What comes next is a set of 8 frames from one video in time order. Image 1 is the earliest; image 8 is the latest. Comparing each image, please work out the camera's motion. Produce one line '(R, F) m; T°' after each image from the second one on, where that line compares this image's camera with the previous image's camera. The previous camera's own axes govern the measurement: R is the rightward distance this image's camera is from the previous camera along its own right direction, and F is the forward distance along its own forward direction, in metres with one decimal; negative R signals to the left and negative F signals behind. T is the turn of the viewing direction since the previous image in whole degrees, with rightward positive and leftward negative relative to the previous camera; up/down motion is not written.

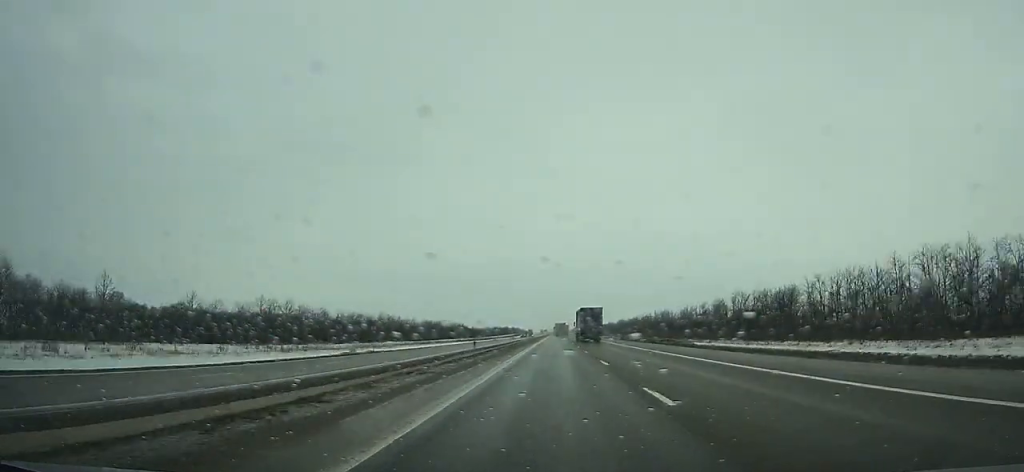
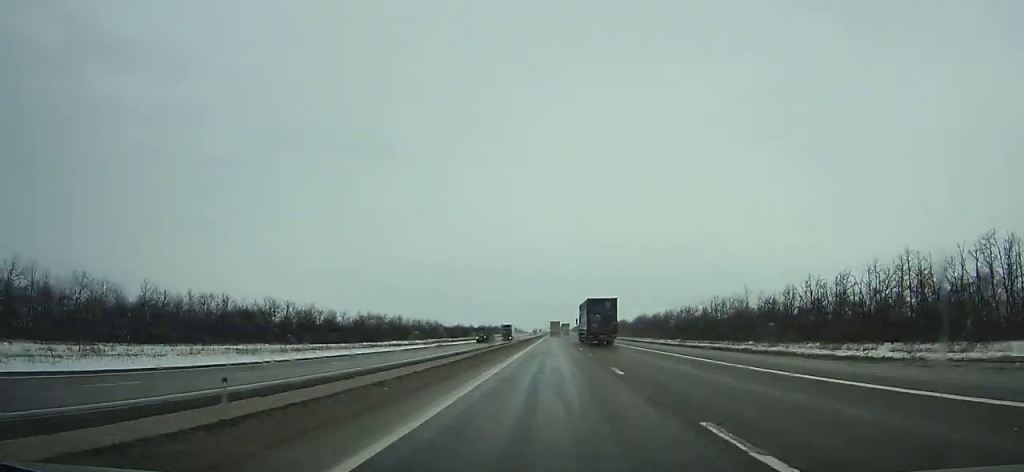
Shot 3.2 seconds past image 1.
(0.0, +89.7) m; 0°
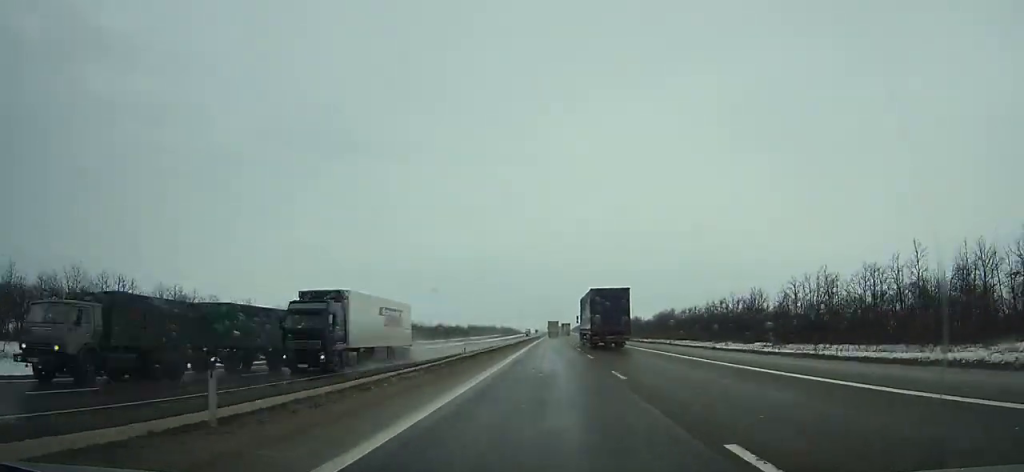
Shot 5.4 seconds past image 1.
(-0.1, +61.3) m; 0°
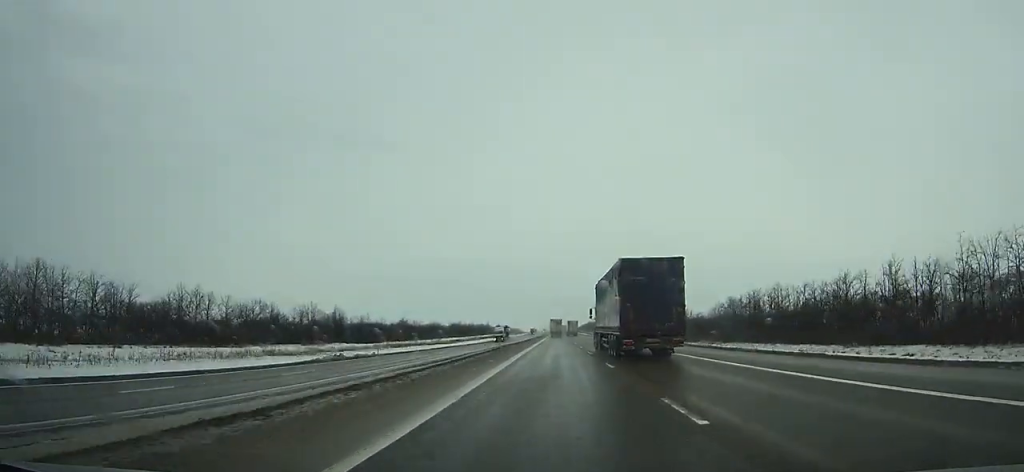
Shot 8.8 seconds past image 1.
(-0.2, +94.5) m; 0°
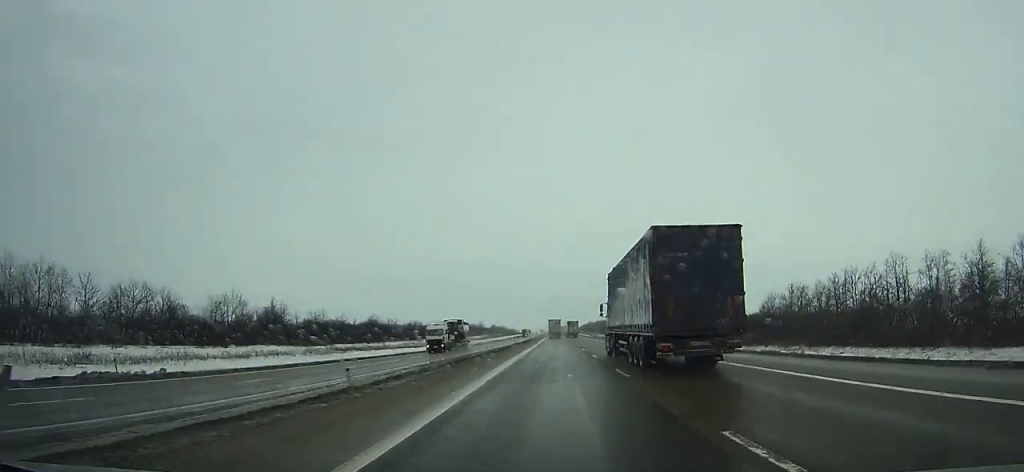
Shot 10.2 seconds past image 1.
(0.0, +38.9) m; 0°
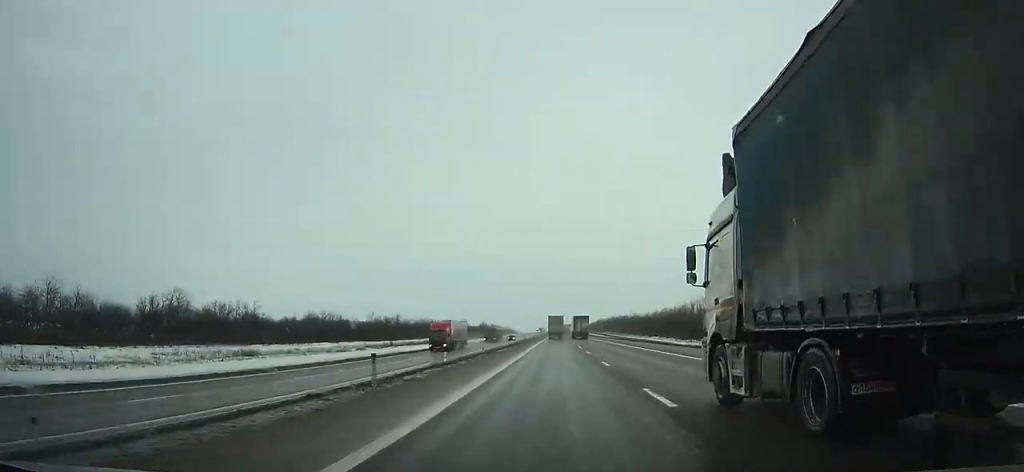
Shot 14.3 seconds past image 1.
(-0.1, +113.9) m; 0°
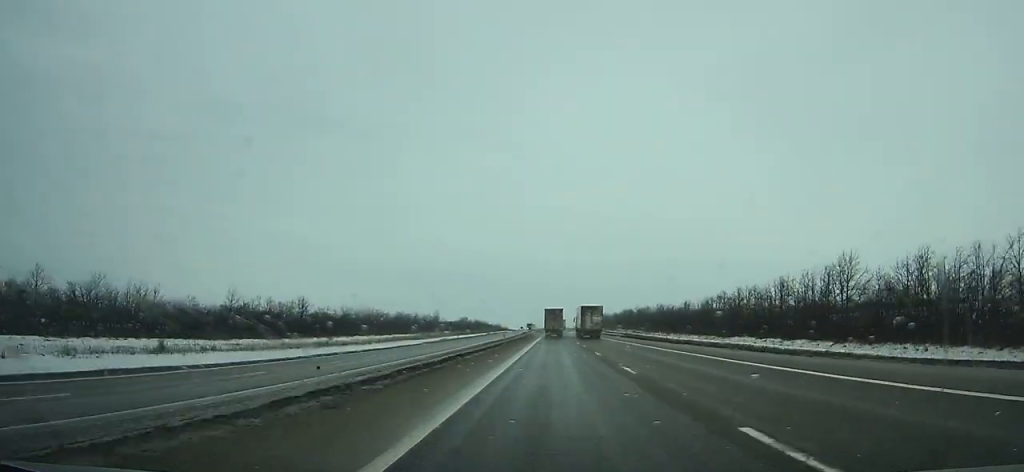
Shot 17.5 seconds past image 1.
(0.0, +88.1) m; 0°
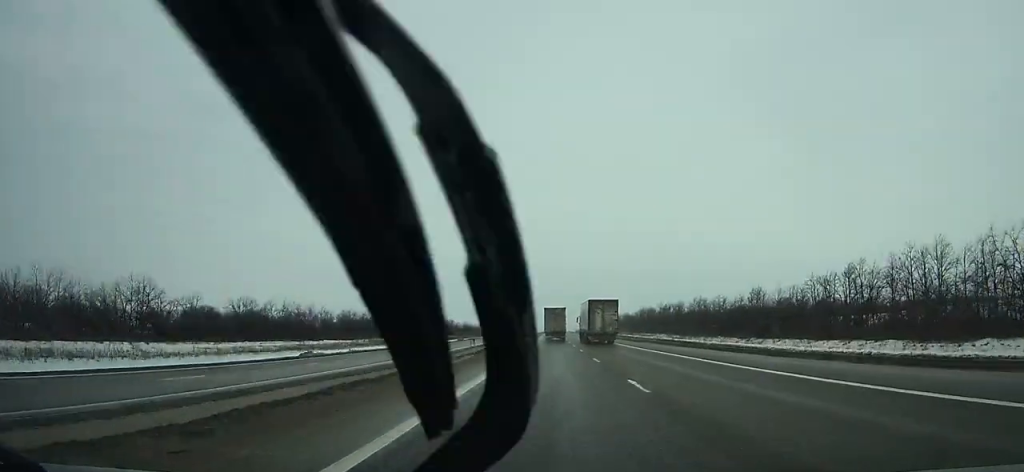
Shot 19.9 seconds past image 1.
(+0.1, +65.6) m; 0°
